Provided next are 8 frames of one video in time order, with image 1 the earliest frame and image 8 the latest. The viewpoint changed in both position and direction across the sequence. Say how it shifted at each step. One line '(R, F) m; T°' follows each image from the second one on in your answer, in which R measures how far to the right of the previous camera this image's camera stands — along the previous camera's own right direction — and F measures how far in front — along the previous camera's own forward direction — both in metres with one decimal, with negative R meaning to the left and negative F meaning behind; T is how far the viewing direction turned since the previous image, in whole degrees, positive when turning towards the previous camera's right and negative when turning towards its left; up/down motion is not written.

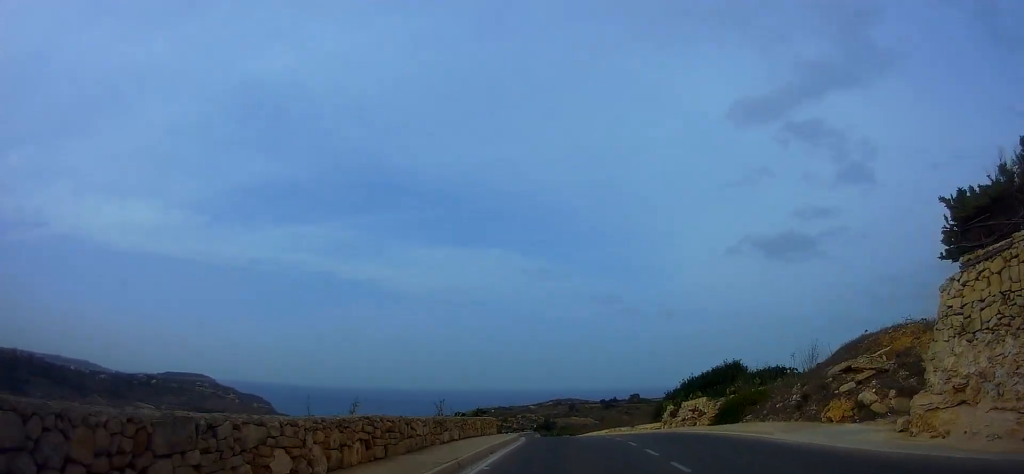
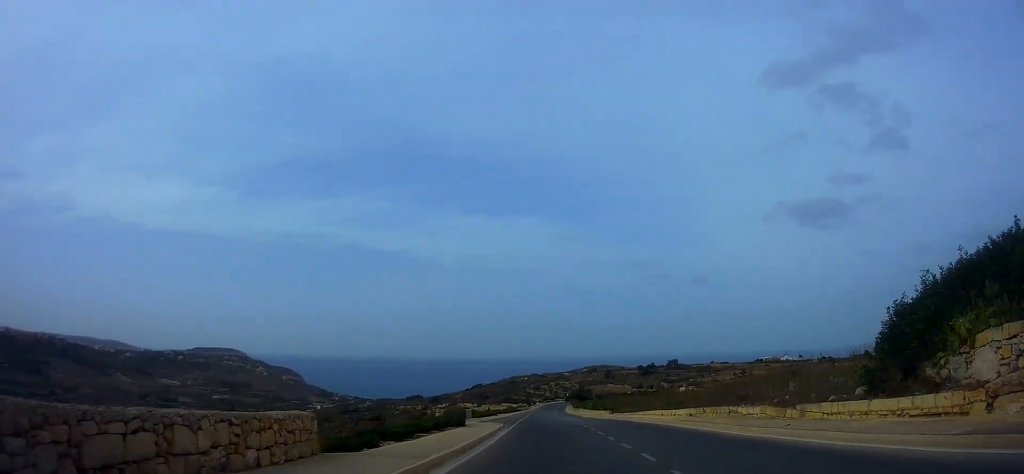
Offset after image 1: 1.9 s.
(-1.4, +32.2) m; -5°
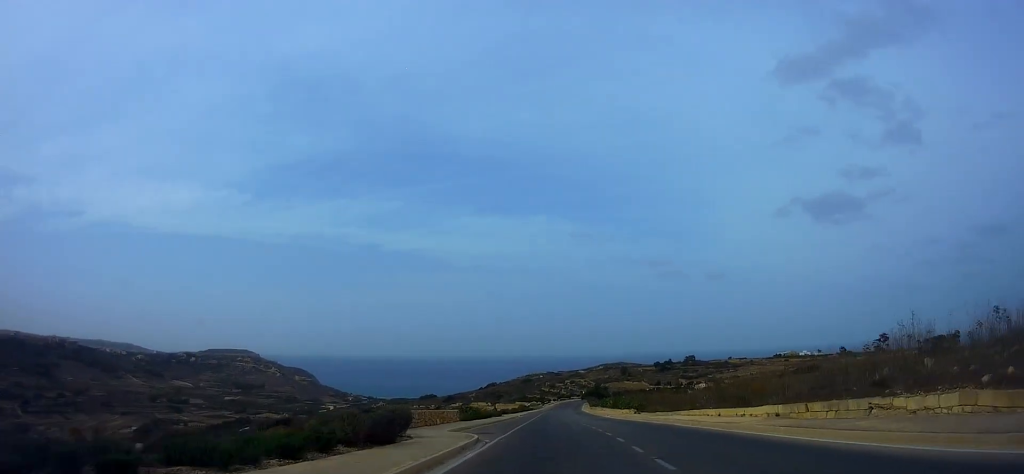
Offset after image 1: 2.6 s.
(-0.1, +11.6) m; 0°
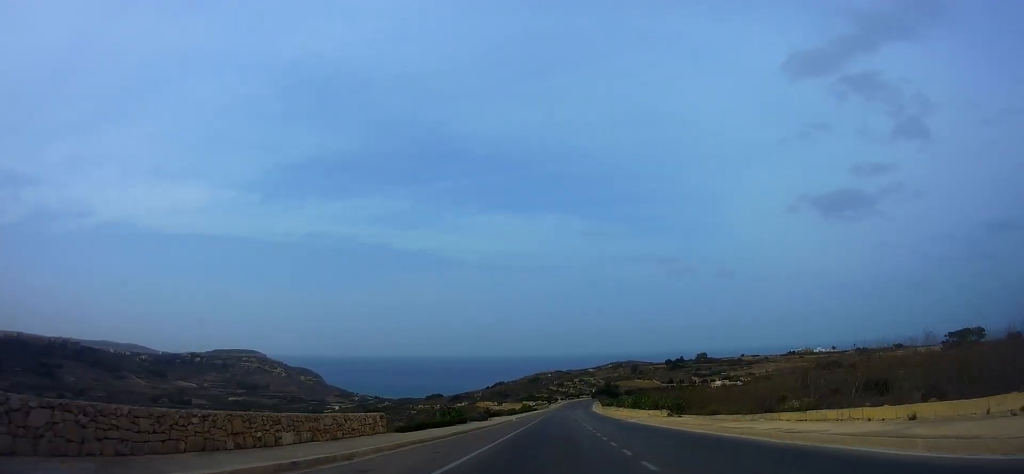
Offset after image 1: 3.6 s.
(+0.1, +15.7) m; +1°
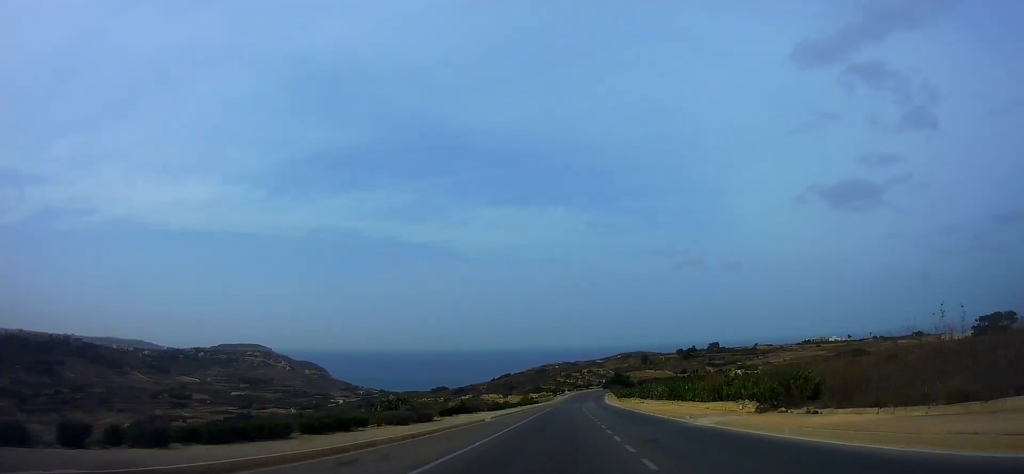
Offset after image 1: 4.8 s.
(+0.2, +20.9) m; -2°
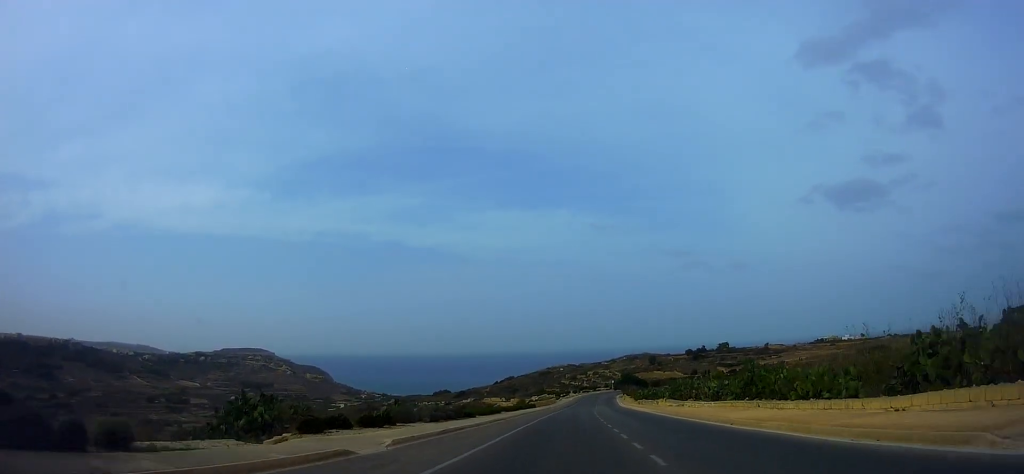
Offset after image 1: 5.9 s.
(-0.9, +19.7) m; -2°
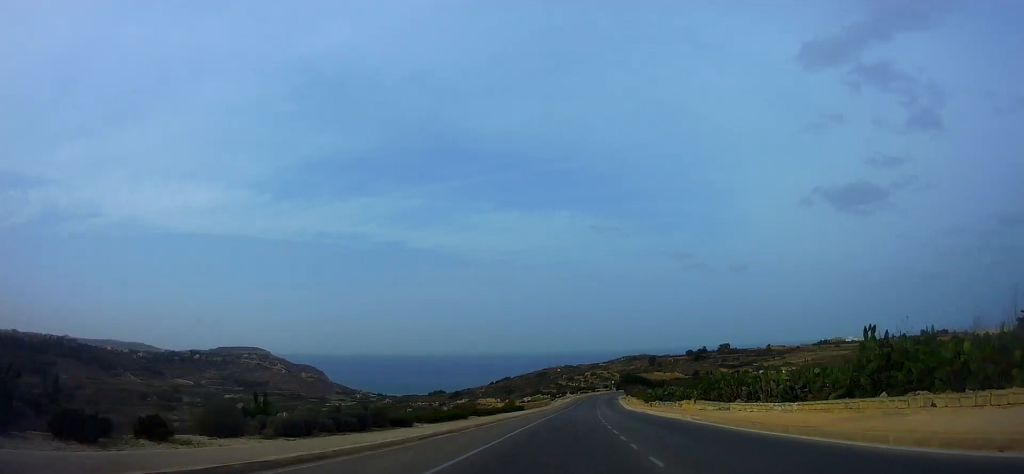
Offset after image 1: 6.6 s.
(+0.1, +13.5) m; +1°
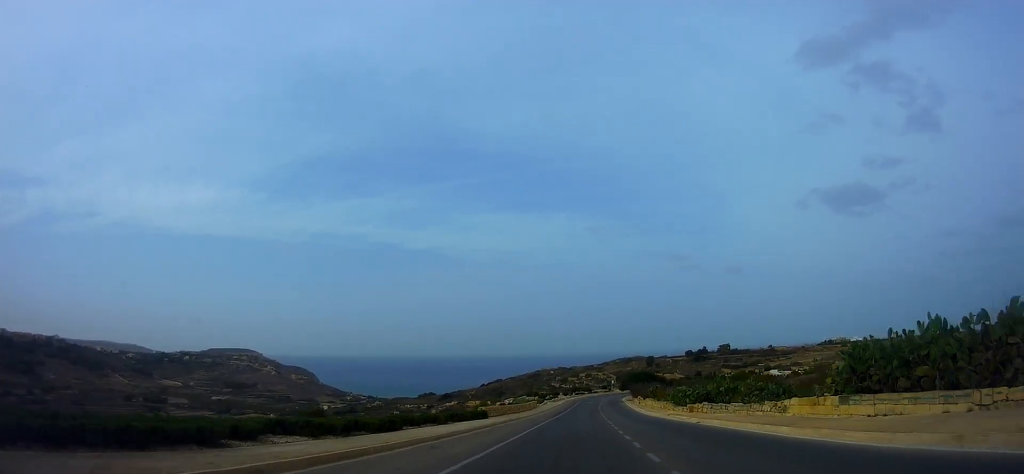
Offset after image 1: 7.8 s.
(0.0, +22.5) m; 0°
